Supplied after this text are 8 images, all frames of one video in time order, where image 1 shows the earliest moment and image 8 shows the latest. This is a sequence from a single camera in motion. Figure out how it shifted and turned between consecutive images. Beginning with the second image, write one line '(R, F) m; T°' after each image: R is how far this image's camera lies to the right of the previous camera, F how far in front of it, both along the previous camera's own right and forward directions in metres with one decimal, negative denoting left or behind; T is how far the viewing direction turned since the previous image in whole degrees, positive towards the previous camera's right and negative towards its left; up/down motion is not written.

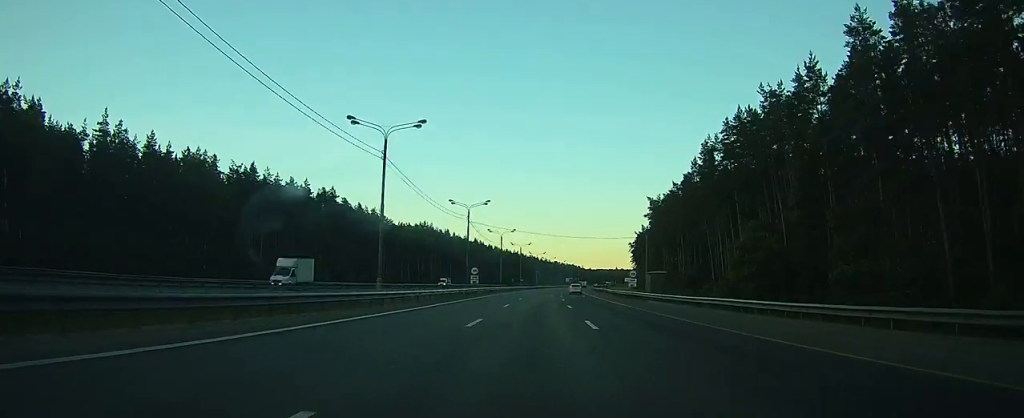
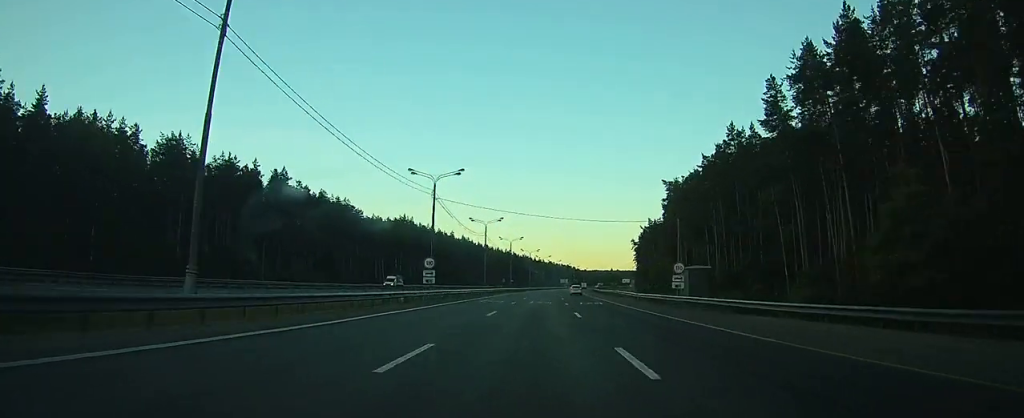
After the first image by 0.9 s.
(+0.1, +25.3) m; +1°
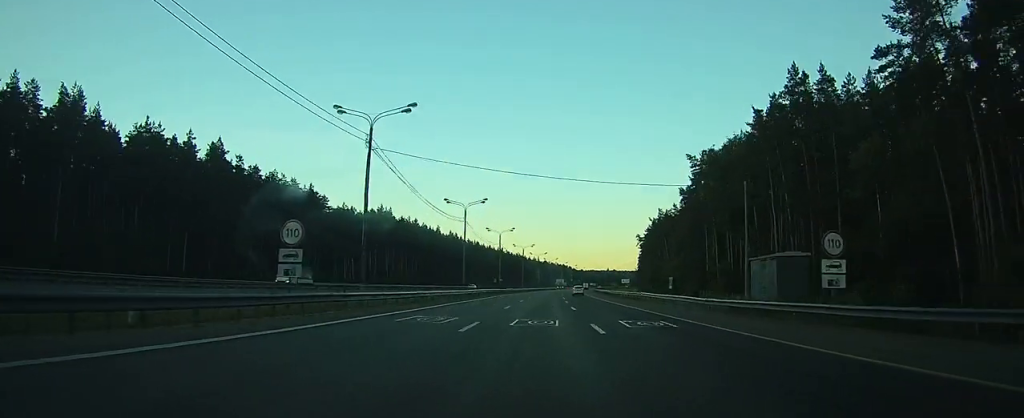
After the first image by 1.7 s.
(+0.2, +24.3) m; +1°
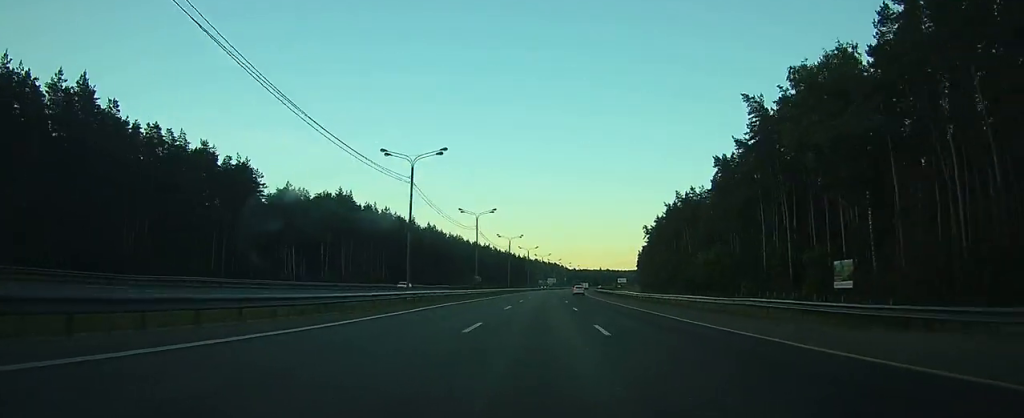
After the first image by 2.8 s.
(+0.2, +31.9) m; +1°
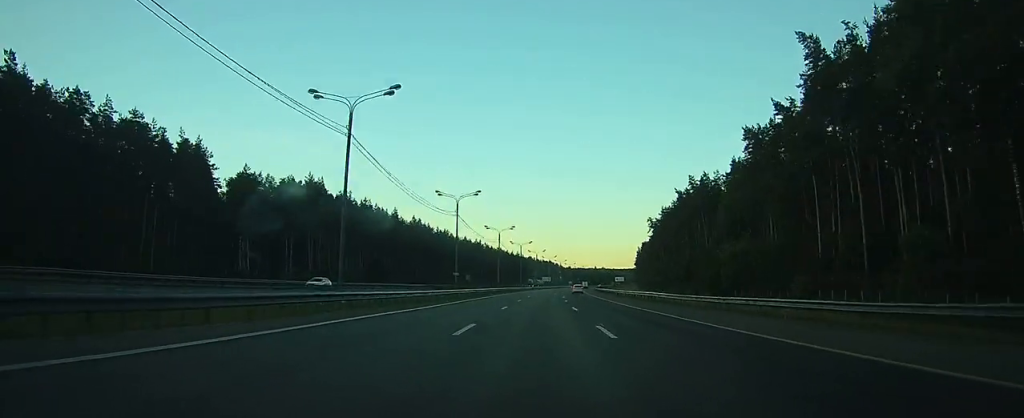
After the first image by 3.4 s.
(+0.1, +17.3) m; +1°
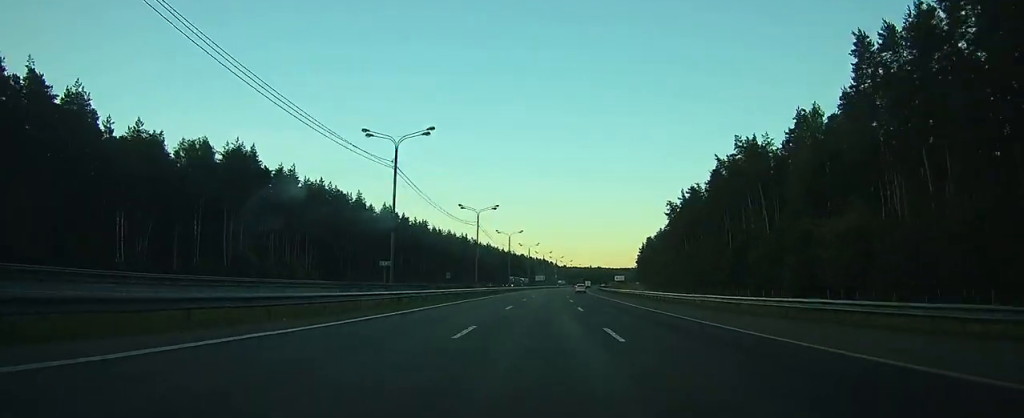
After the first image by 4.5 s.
(+0.3, +32.7) m; +1°
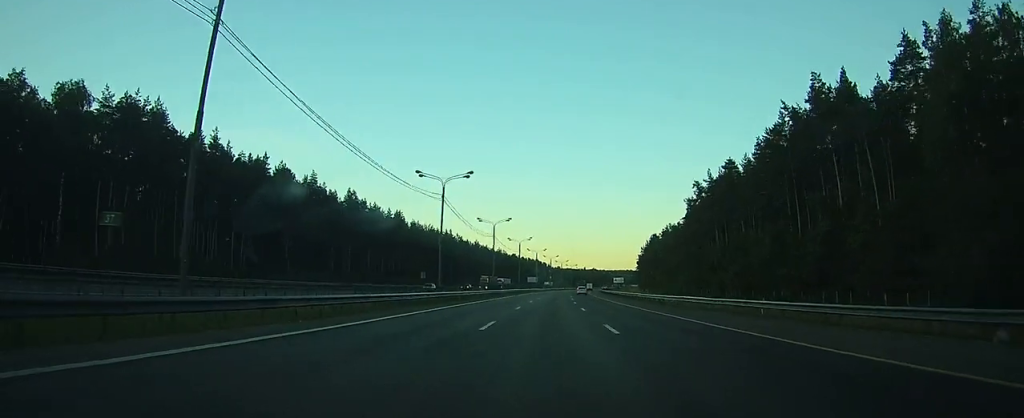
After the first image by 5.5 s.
(+0.2, +28.8) m; +1°
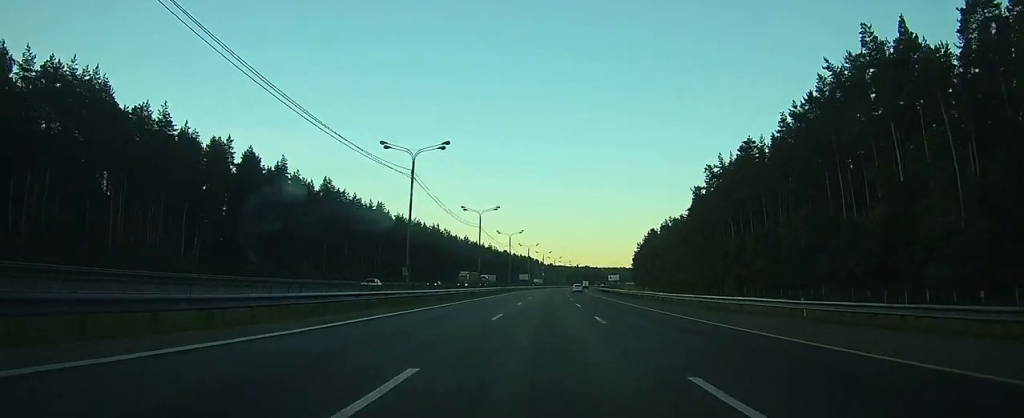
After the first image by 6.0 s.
(0.0, +12.4) m; 0°
